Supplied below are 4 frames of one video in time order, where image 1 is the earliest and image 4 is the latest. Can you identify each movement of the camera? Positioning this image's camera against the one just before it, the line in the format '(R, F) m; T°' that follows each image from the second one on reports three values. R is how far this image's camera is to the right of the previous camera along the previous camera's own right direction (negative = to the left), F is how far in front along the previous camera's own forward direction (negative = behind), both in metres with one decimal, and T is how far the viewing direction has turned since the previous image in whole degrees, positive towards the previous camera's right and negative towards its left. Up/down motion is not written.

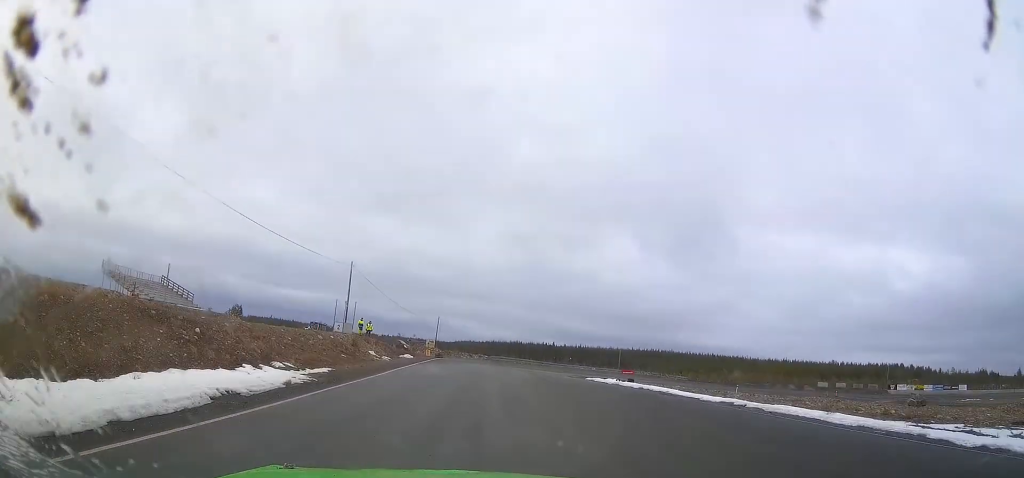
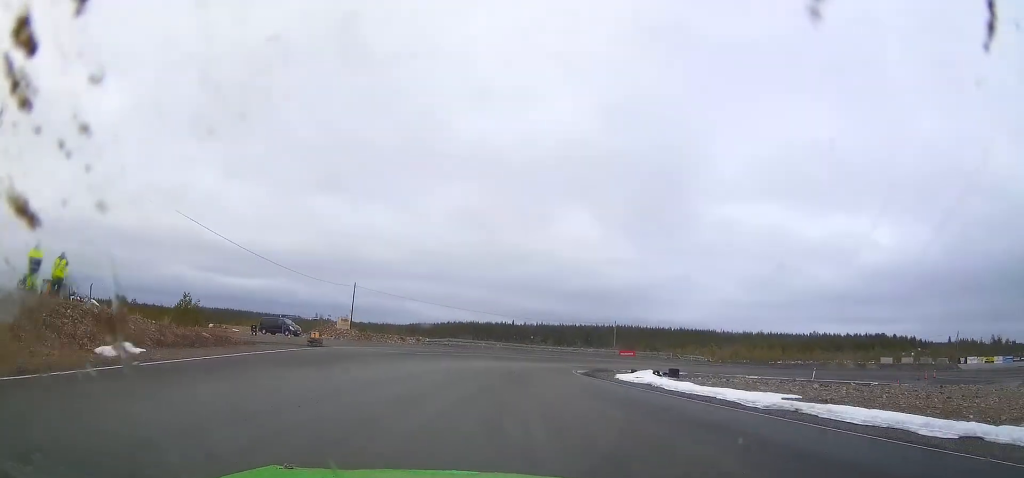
(+0.7, +36.5) m; +4°
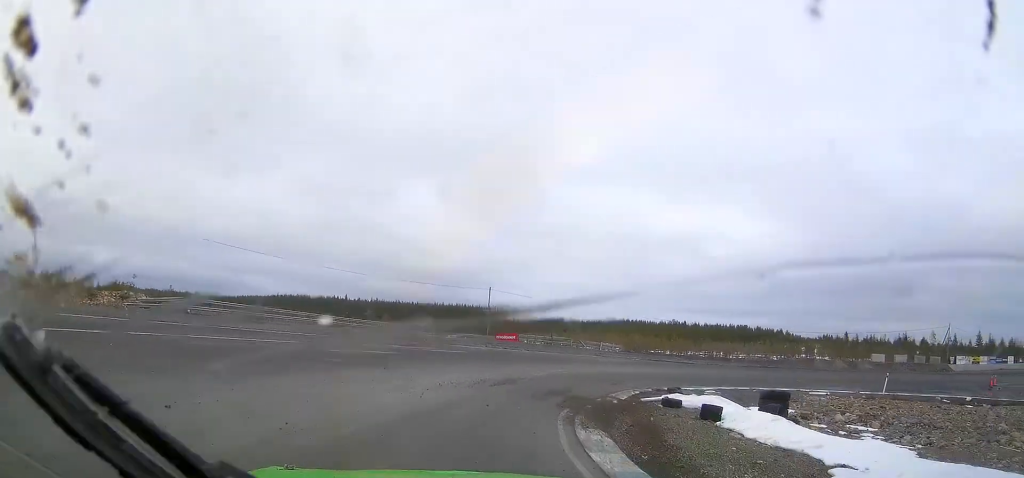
(+2.9, +38.1) m; +12°
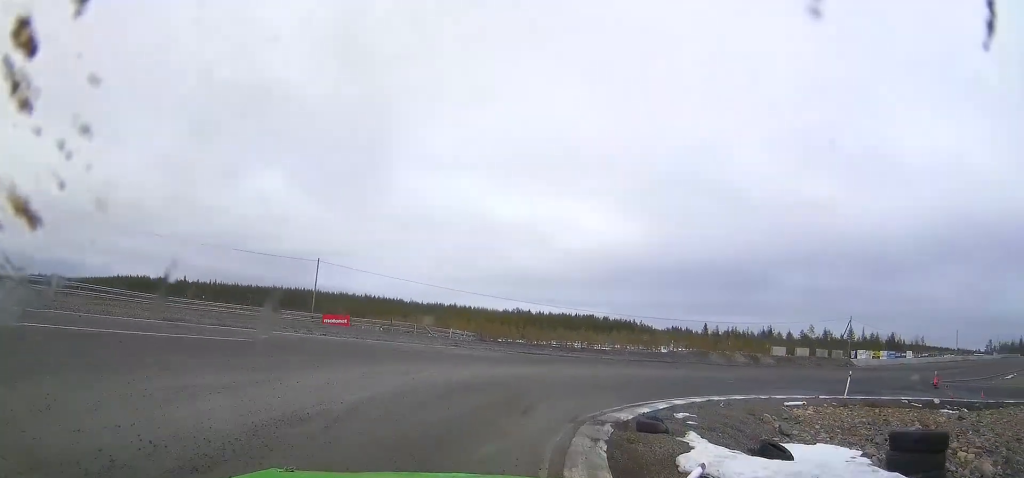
(+0.4, +12.2) m; +9°
